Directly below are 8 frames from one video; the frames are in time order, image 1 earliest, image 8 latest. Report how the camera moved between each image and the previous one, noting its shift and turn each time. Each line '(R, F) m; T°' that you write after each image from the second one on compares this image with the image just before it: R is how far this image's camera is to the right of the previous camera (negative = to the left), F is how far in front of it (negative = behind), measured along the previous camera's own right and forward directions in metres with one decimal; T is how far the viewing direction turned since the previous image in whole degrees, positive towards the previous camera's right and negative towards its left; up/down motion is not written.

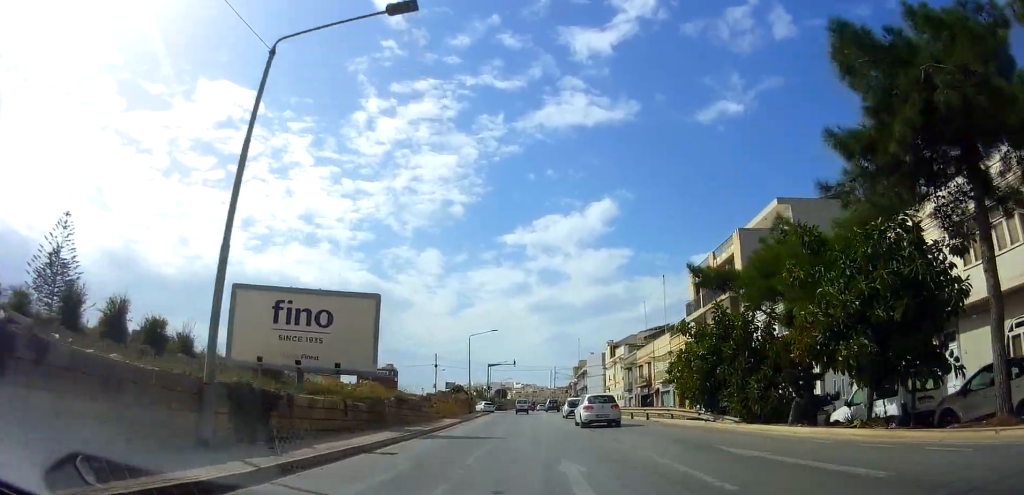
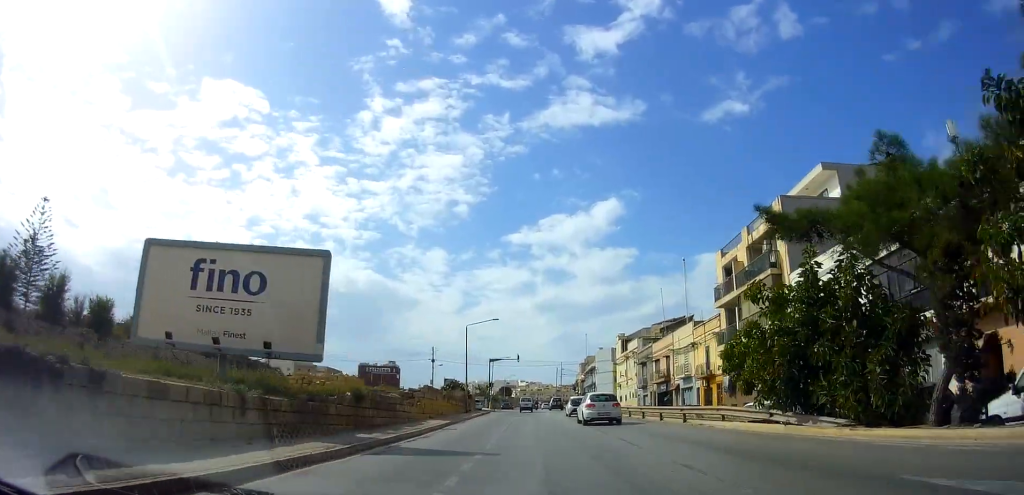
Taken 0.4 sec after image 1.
(+0.2, +6.5) m; -1°
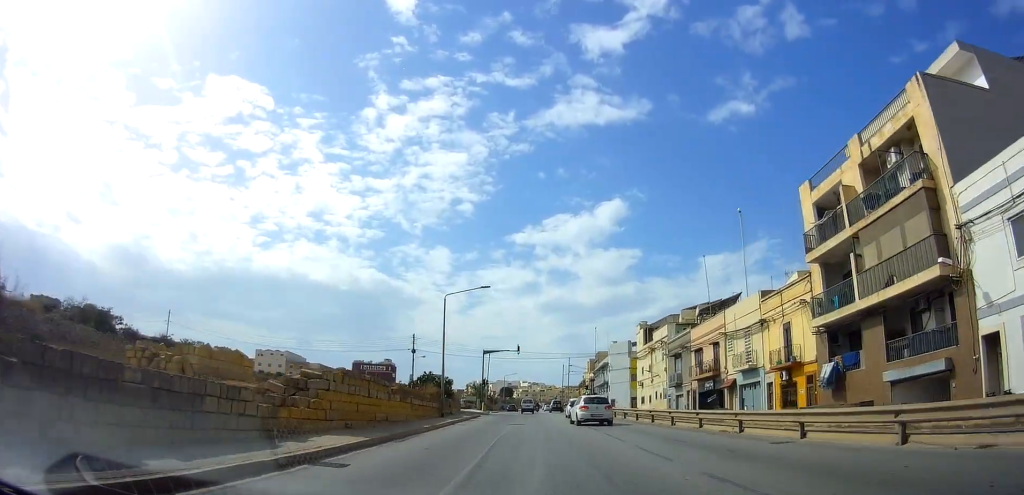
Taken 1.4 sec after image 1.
(-0.7, +14.5) m; -1°
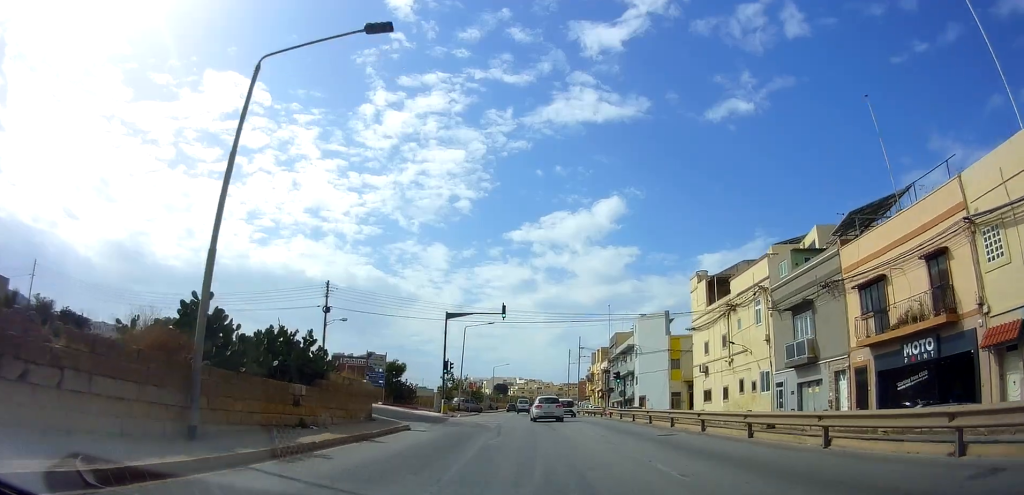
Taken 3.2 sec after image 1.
(+1.0, +26.3) m; +1°
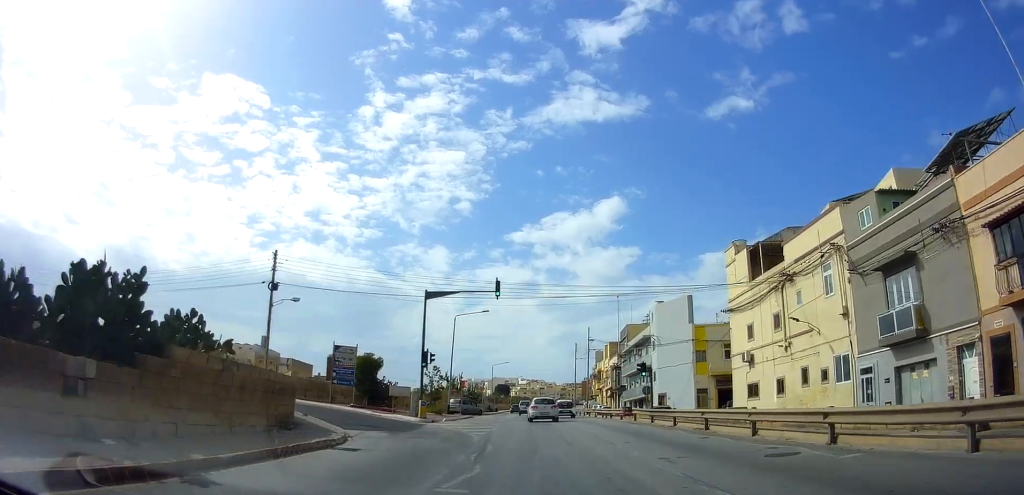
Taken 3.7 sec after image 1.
(0.0, +8.4) m; -1°
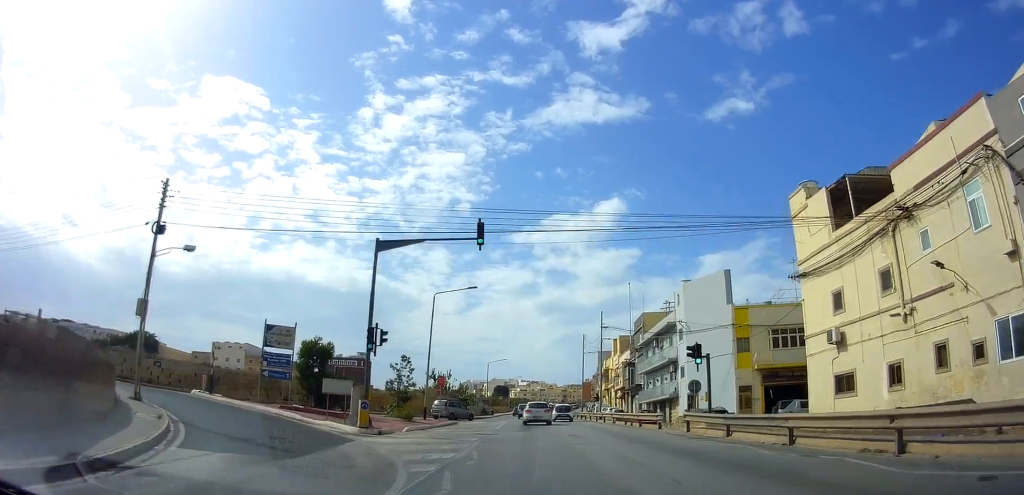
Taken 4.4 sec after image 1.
(-0.5, +10.5) m; 0°
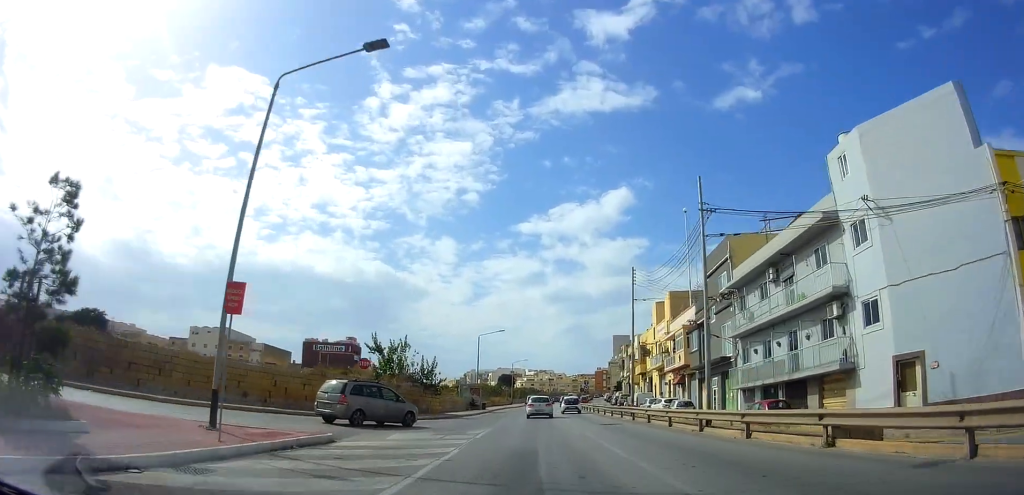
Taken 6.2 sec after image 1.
(+1.2, +26.0) m; +3°
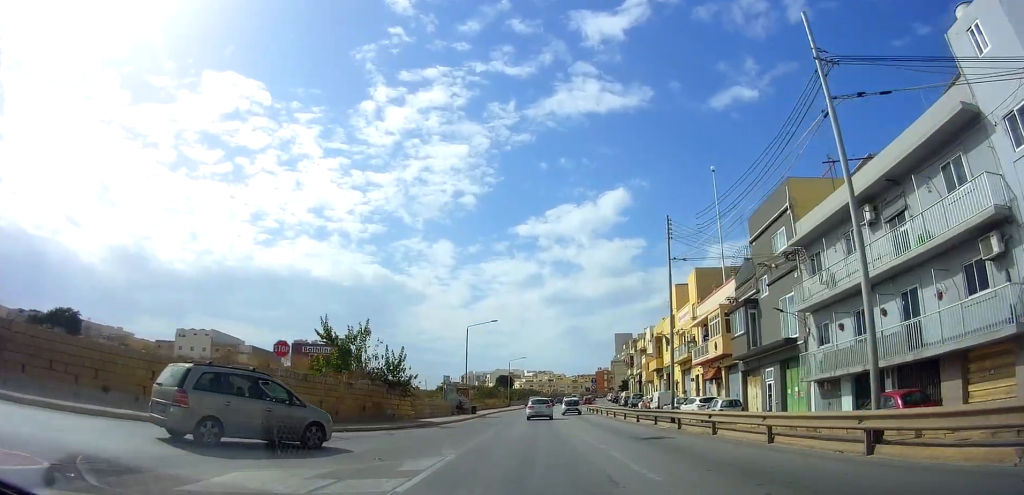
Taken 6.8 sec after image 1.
(0.0, +9.6) m; -1°
